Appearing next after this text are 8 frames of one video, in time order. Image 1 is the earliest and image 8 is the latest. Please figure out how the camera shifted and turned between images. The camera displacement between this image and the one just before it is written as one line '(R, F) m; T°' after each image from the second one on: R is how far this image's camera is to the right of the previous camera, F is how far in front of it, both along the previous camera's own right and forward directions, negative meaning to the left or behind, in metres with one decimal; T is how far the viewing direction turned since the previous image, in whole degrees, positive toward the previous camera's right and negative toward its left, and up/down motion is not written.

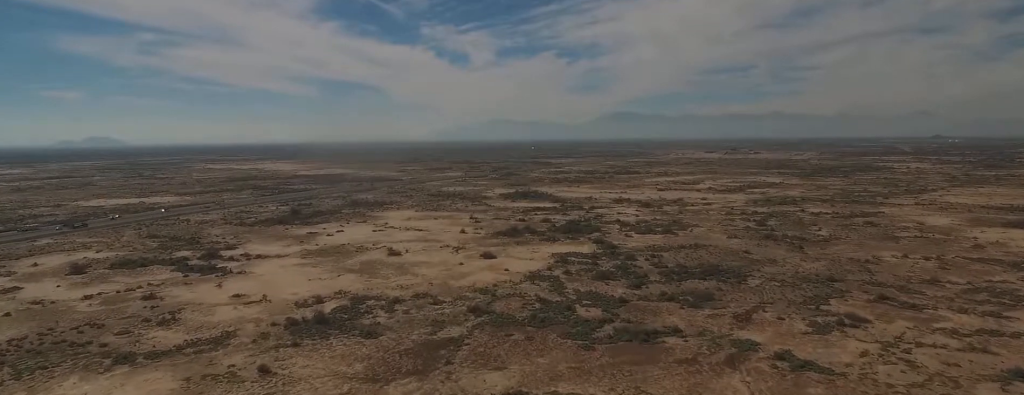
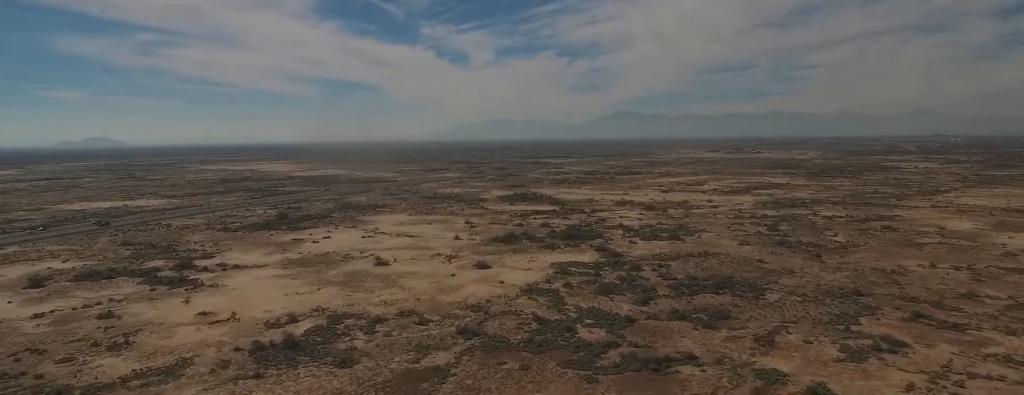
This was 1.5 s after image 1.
(-0.2, +22.5) m; -1°
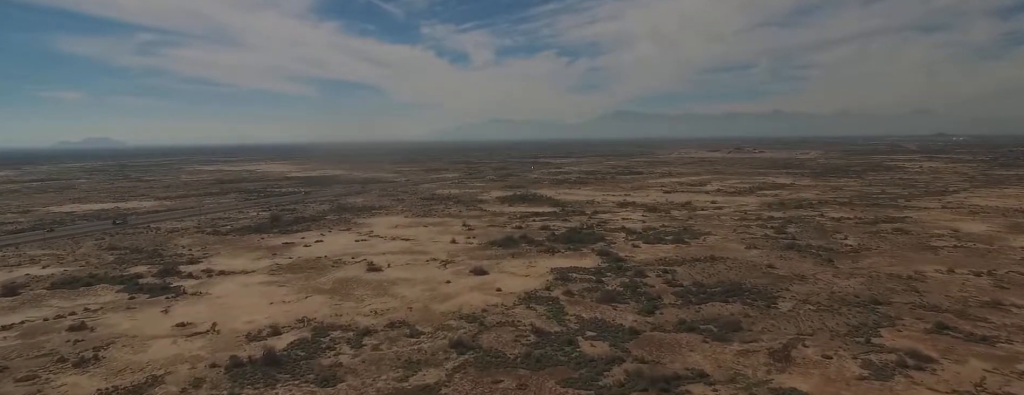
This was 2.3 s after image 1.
(0.0, +12.6) m; 0°
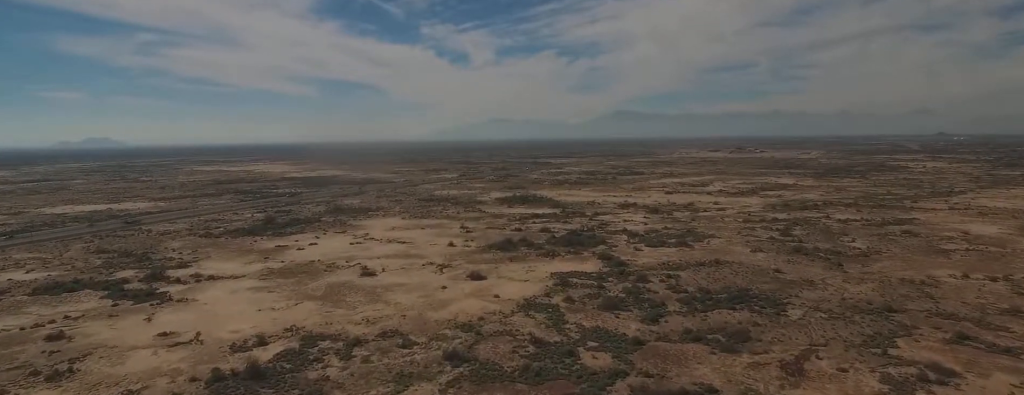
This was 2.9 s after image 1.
(0.0, +8.8) m; 0°
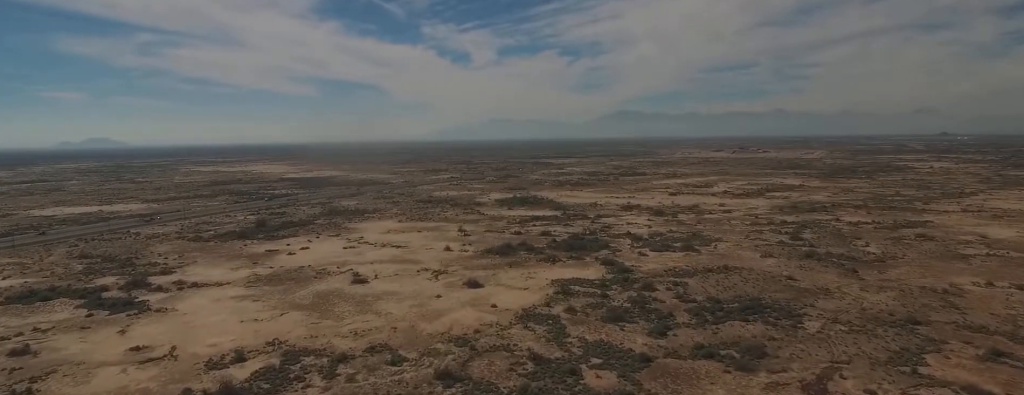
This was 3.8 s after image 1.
(0.0, +12.9) m; 0°
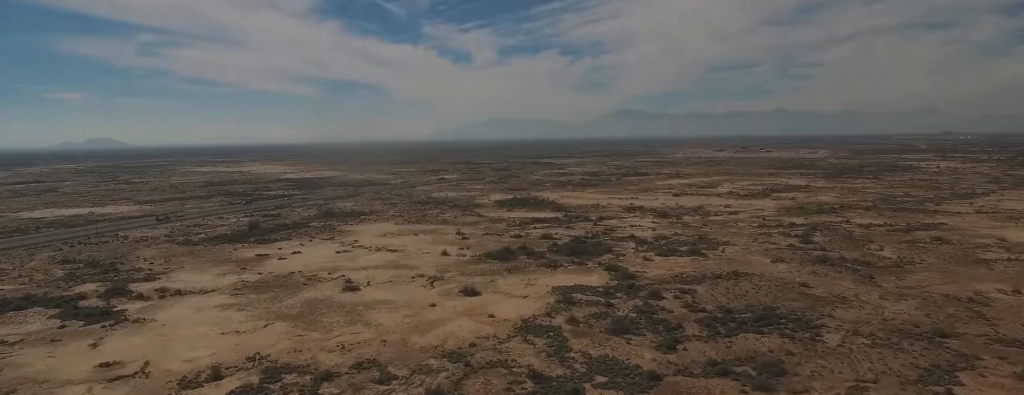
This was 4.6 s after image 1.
(0.0, +12.7) m; 0°
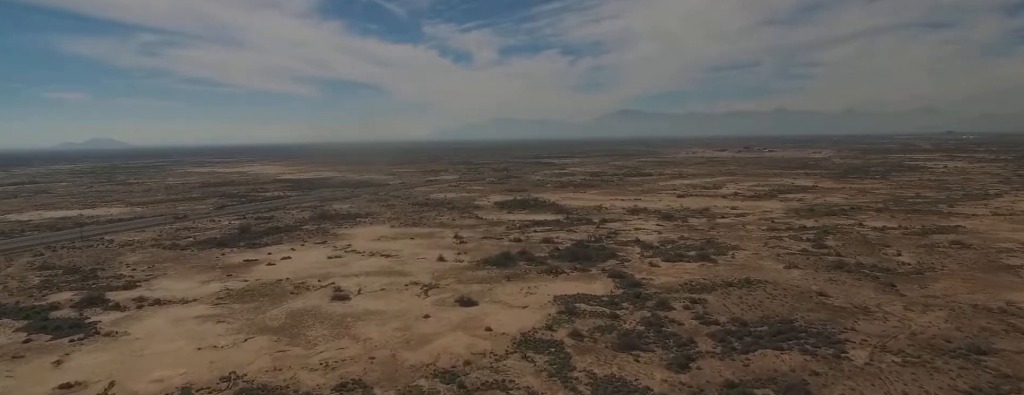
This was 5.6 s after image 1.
(0.0, +14.3) m; 0°
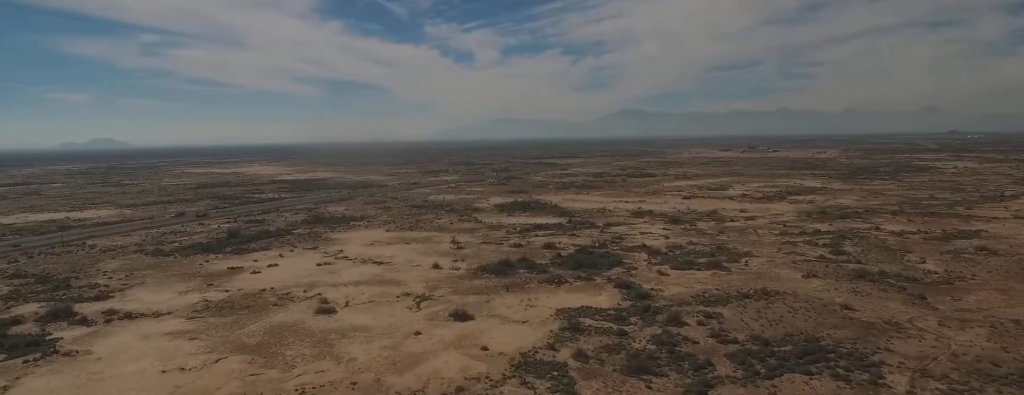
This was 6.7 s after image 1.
(0.0, +17.4) m; 0°
